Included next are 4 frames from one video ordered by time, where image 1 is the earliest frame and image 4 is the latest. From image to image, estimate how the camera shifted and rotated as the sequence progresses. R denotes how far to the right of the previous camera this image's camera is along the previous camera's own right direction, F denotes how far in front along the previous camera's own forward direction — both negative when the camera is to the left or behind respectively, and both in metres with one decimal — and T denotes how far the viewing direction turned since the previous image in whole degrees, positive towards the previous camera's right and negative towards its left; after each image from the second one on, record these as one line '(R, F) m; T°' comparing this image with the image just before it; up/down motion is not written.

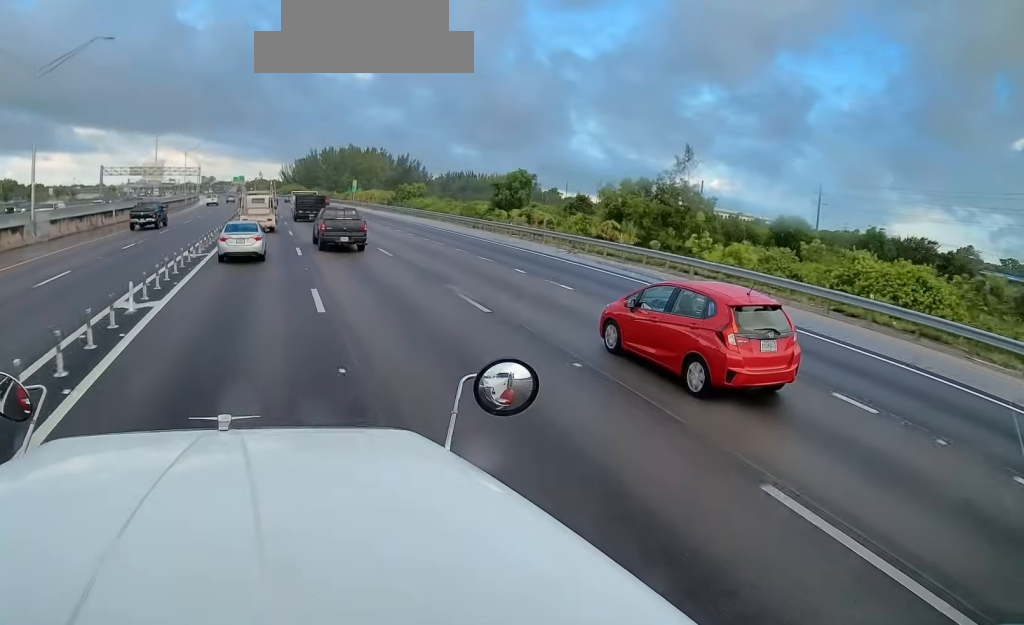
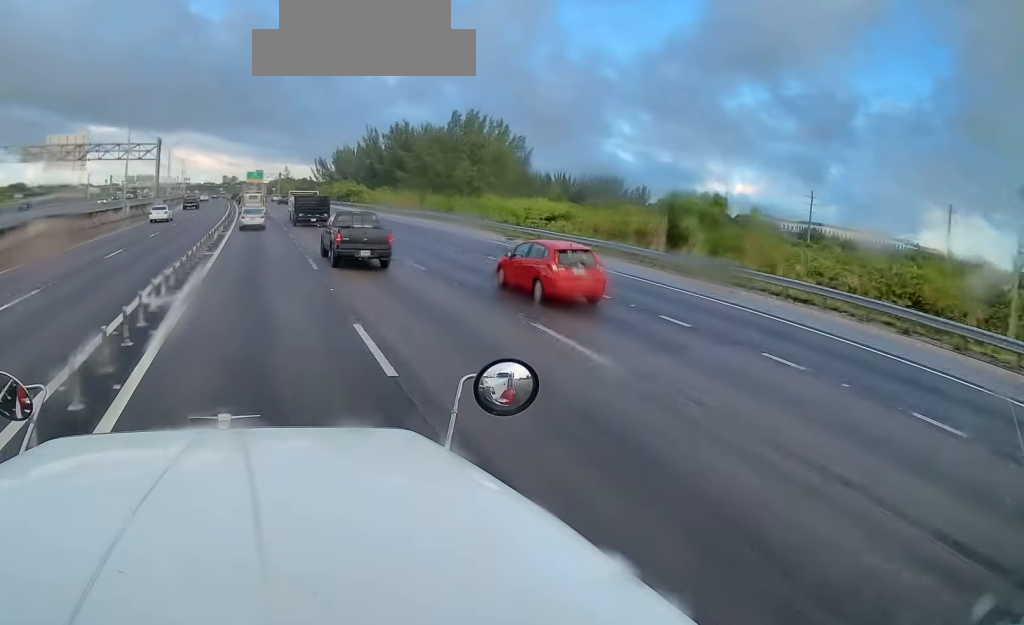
(-3.0, +98.8) m; -3°
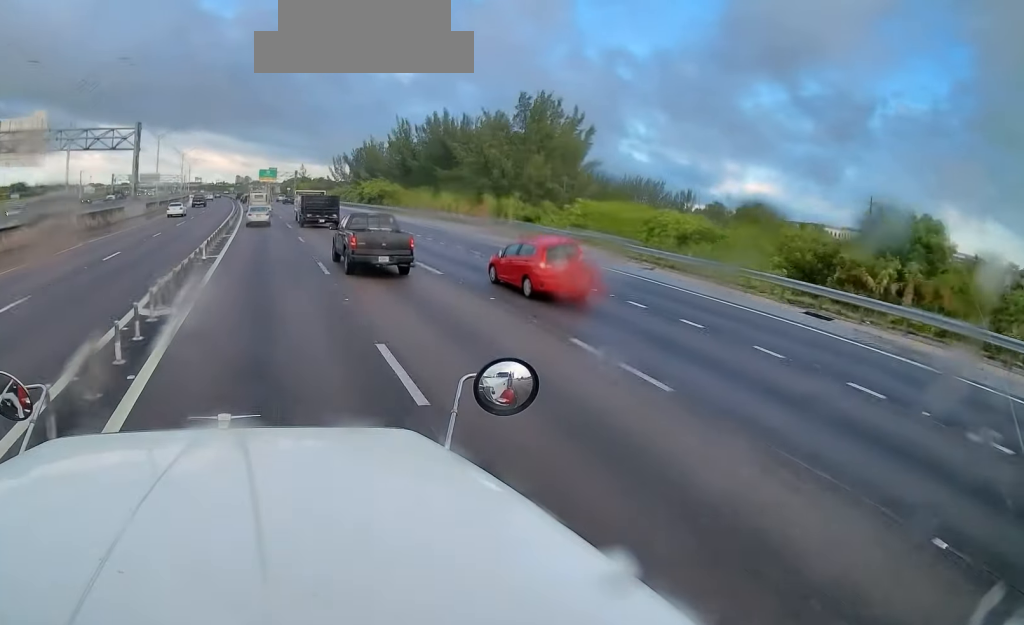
(-0.1, +24.3) m; 0°
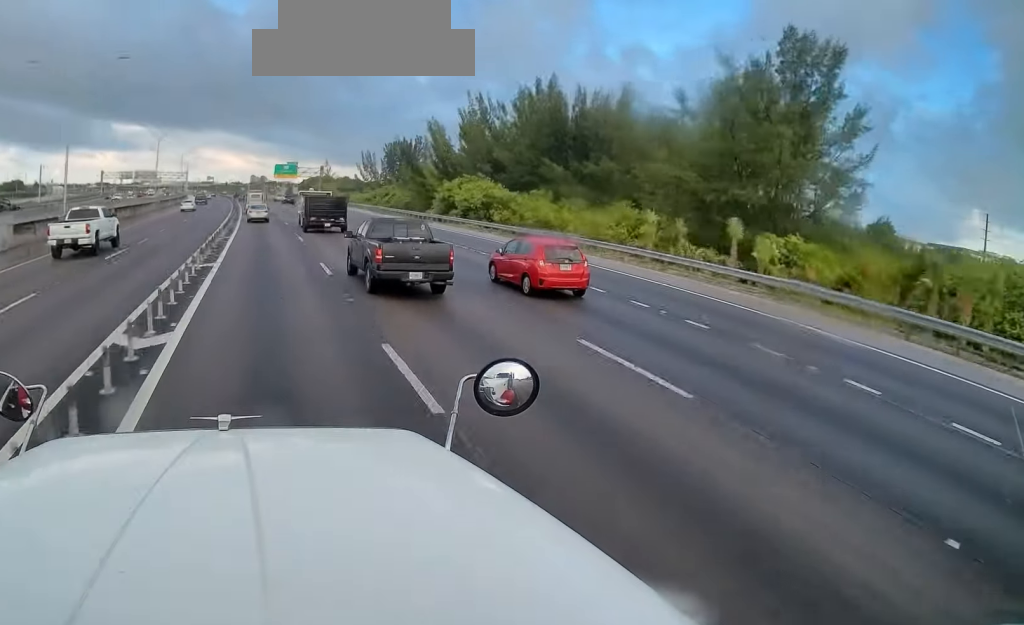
(0.0, +47.8) m; -1°
